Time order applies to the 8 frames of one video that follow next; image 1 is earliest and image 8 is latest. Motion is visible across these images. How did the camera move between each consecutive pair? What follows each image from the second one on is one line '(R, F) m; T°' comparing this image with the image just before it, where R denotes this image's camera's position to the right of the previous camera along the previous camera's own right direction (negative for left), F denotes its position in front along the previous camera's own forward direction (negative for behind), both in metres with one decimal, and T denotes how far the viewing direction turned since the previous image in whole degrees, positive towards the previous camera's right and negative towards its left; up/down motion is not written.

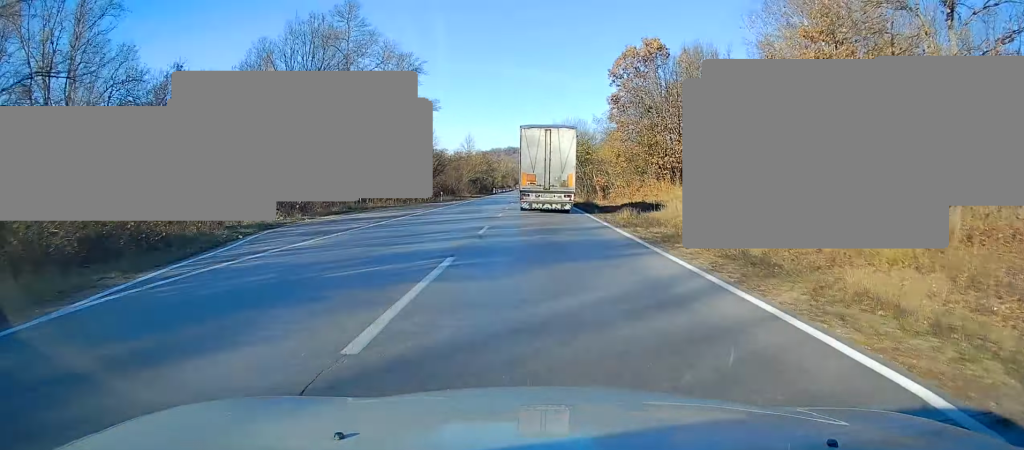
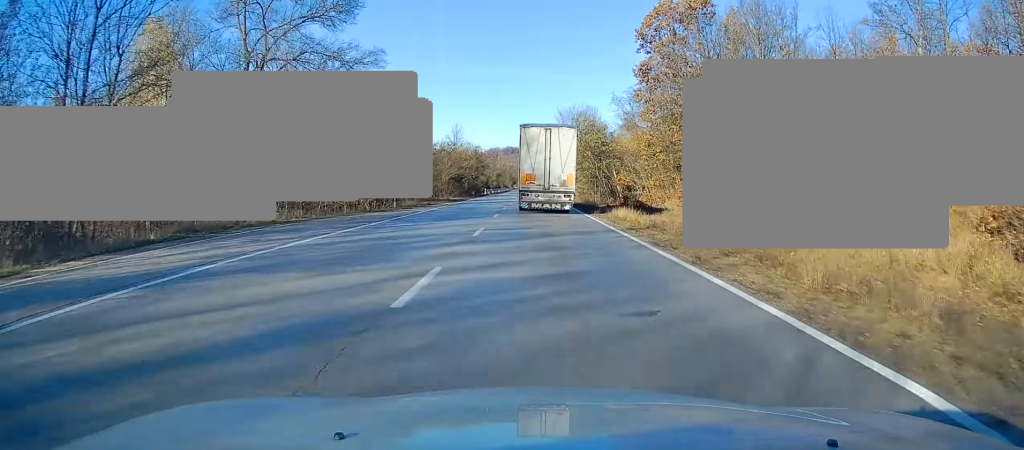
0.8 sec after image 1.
(-0.2, +18.9) m; 0°
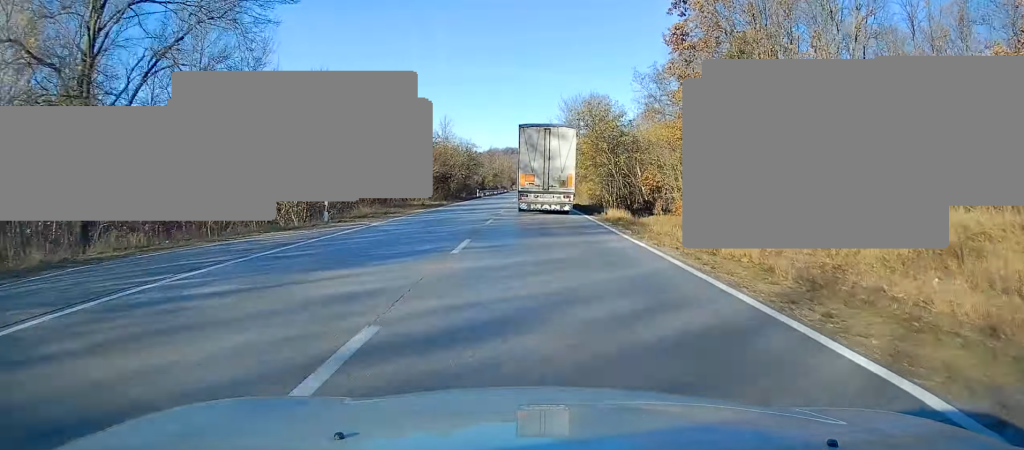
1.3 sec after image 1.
(+0.2, +12.7) m; +1°
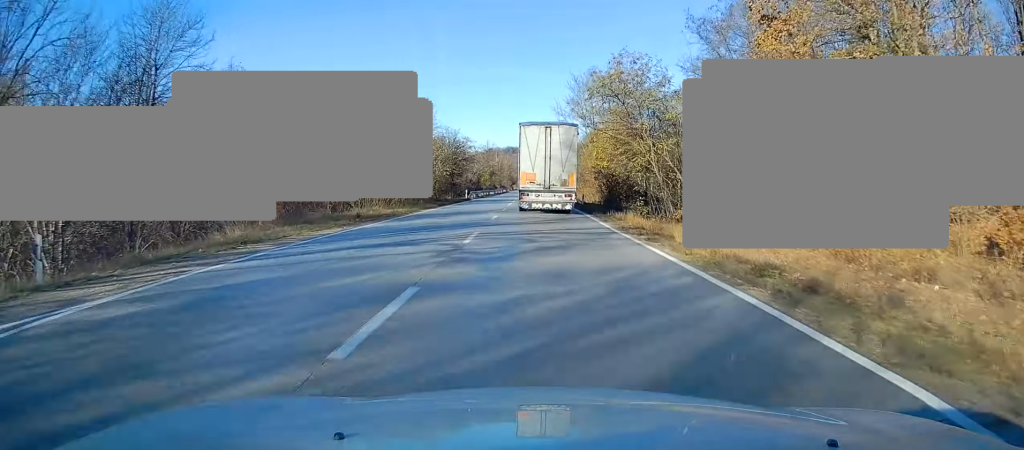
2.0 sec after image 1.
(+0.1, +15.9) m; 0°
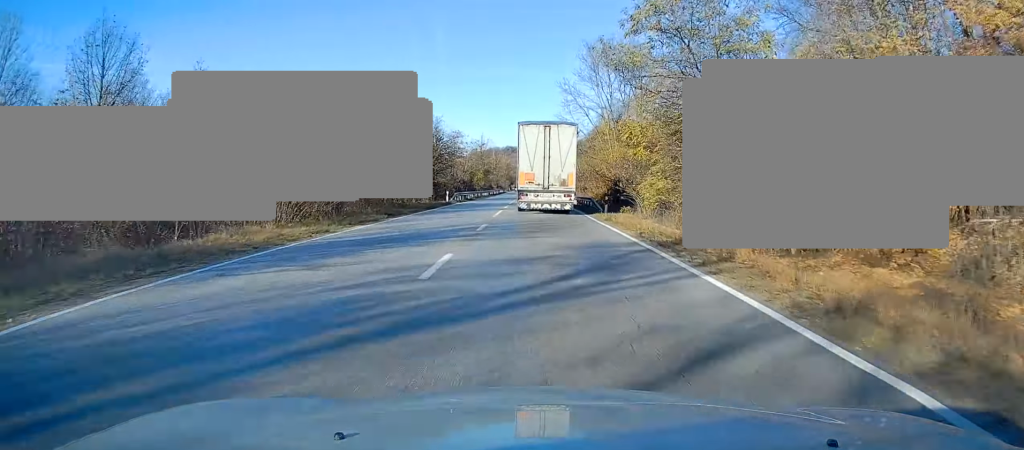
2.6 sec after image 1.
(0.0, +14.3) m; 0°
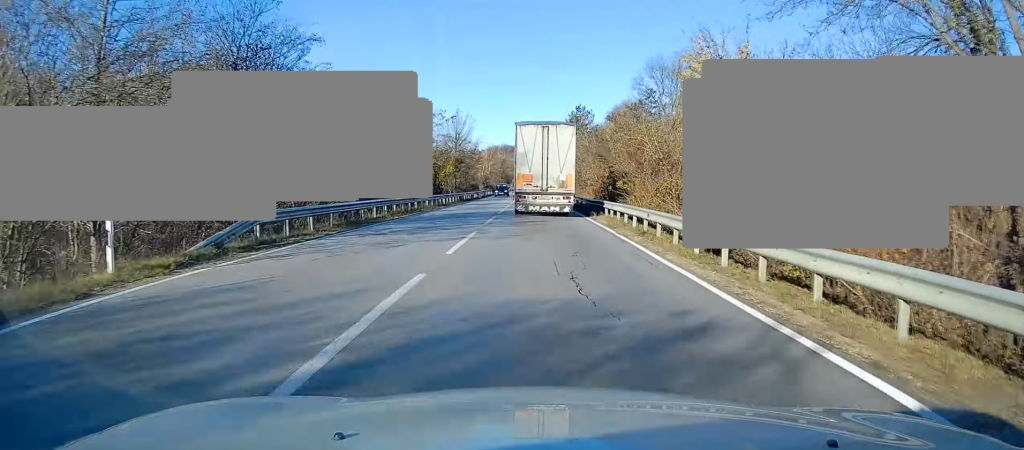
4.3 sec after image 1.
(0.0, +40.9) m; 0°
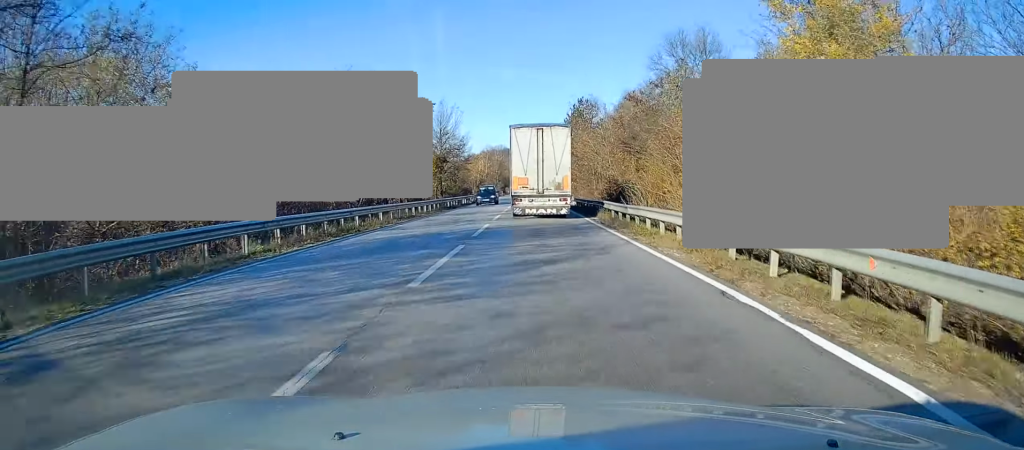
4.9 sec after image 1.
(0.0, +12.5) m; 0°
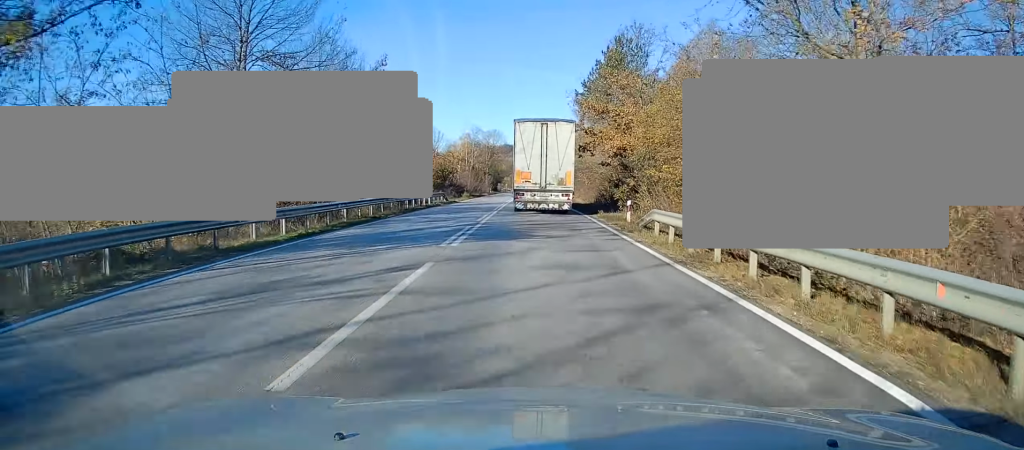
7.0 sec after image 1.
(+0.2, +49.1) m; 0°
